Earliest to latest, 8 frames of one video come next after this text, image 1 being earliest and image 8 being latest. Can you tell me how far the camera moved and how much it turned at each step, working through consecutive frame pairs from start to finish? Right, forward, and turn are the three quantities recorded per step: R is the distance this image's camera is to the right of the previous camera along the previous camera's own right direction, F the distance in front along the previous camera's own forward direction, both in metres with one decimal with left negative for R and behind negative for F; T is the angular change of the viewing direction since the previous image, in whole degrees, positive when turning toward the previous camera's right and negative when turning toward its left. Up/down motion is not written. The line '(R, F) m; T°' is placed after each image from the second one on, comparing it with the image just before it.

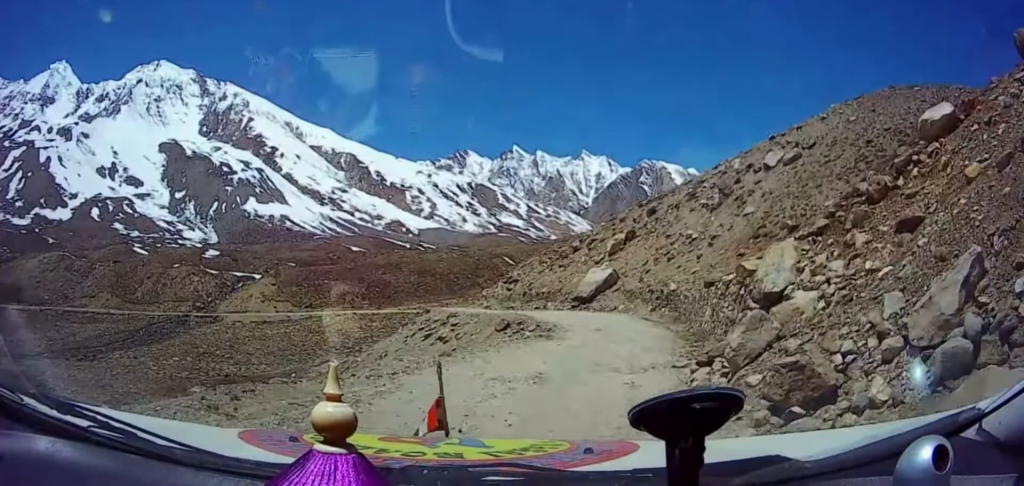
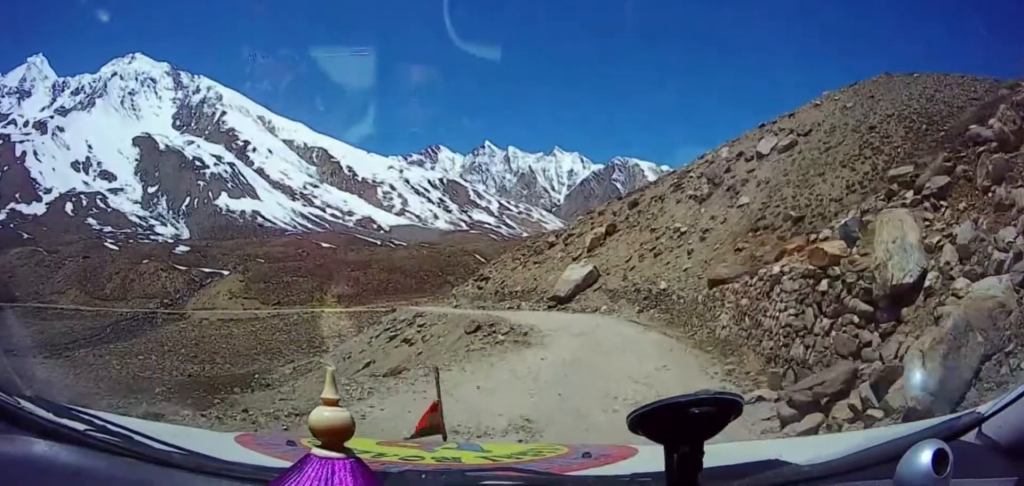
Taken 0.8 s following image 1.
(+0.6, +3.8) m; +11°
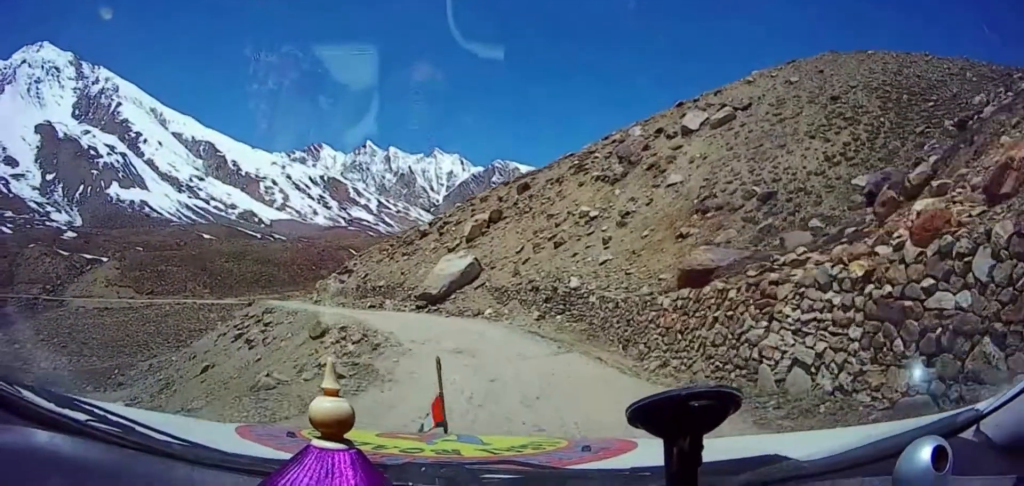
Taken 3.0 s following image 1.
(-0.4, +9.6) m; -7°
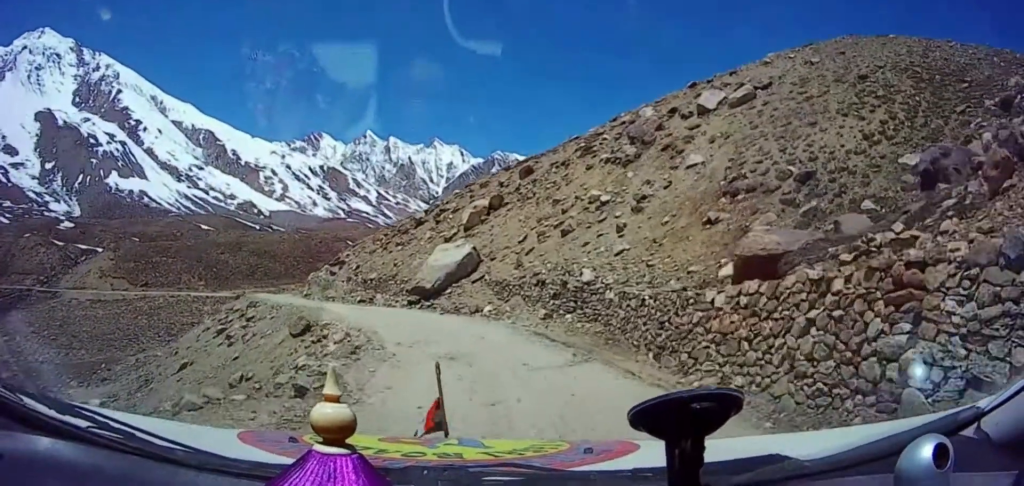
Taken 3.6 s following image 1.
(-0.1, +2.9) m; -2°
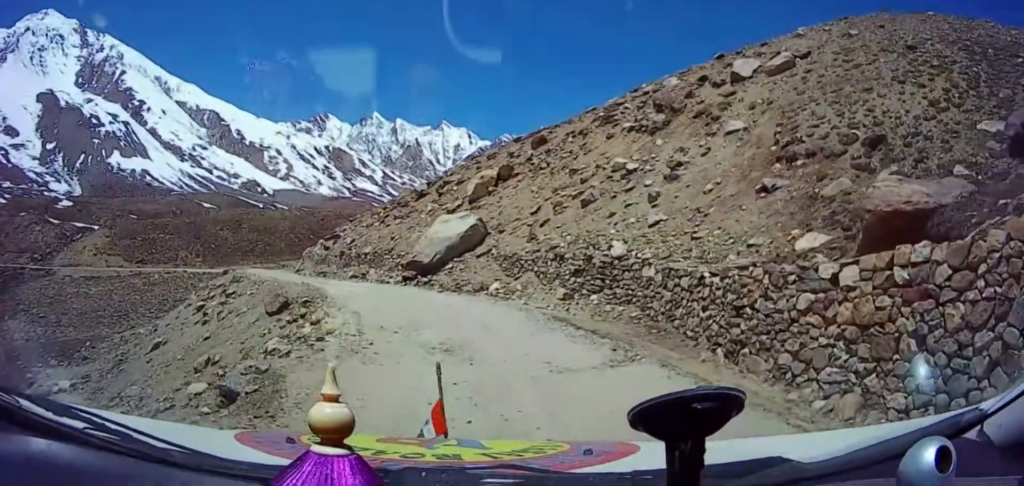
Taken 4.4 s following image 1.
(0.0, +3.4) m; 0°
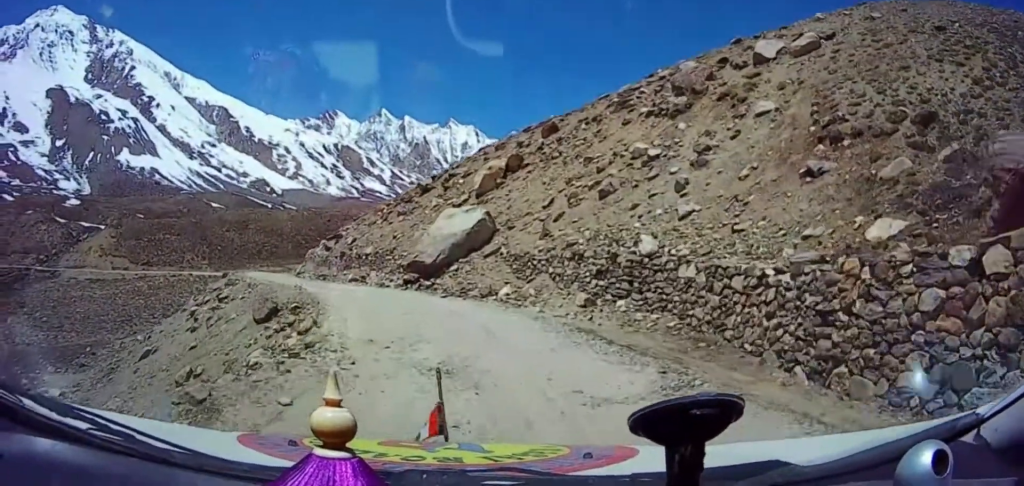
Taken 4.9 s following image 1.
(0.0, +2.3) m; 0°
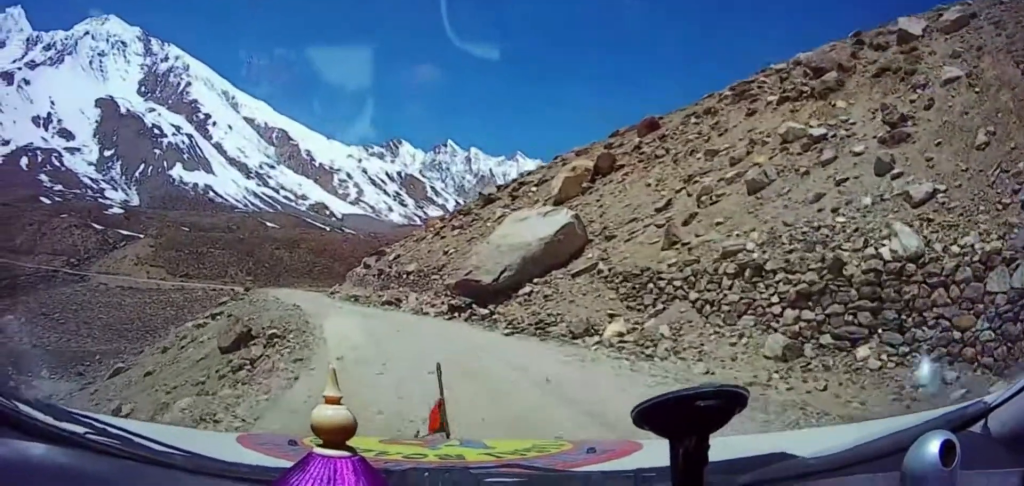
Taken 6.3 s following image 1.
(0.0, +6.8) m; 0°
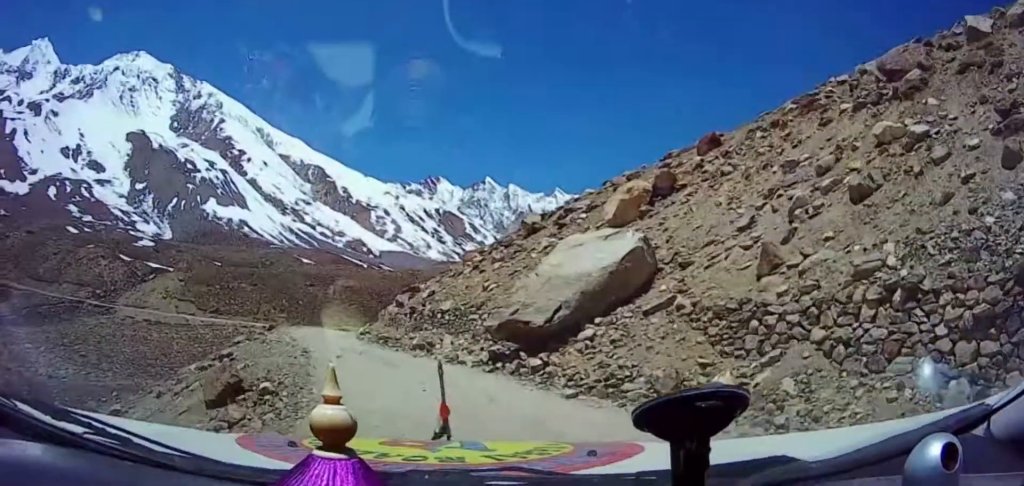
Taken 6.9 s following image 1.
(0.0, +2.8) m; 0°
